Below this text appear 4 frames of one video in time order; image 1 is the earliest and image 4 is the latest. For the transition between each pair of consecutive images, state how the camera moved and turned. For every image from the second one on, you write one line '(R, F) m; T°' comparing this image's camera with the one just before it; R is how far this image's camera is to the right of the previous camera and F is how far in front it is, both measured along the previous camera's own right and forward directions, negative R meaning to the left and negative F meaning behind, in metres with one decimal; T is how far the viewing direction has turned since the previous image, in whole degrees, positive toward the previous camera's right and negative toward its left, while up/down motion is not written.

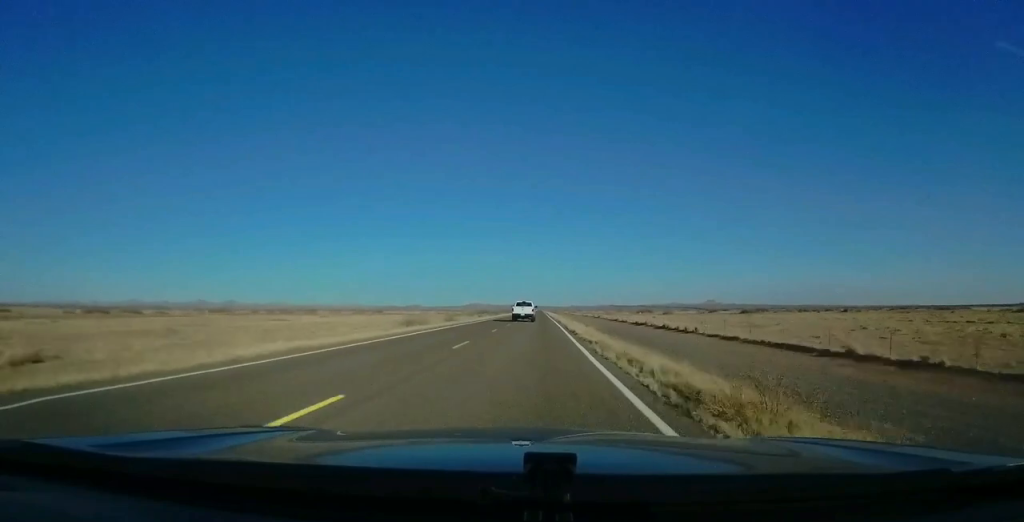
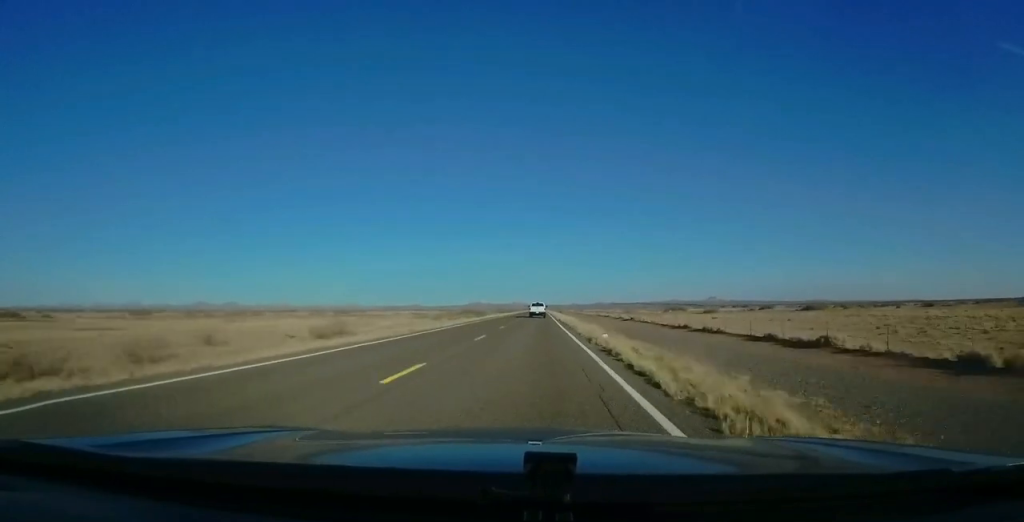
(-0.1, +44.6) m; -1°
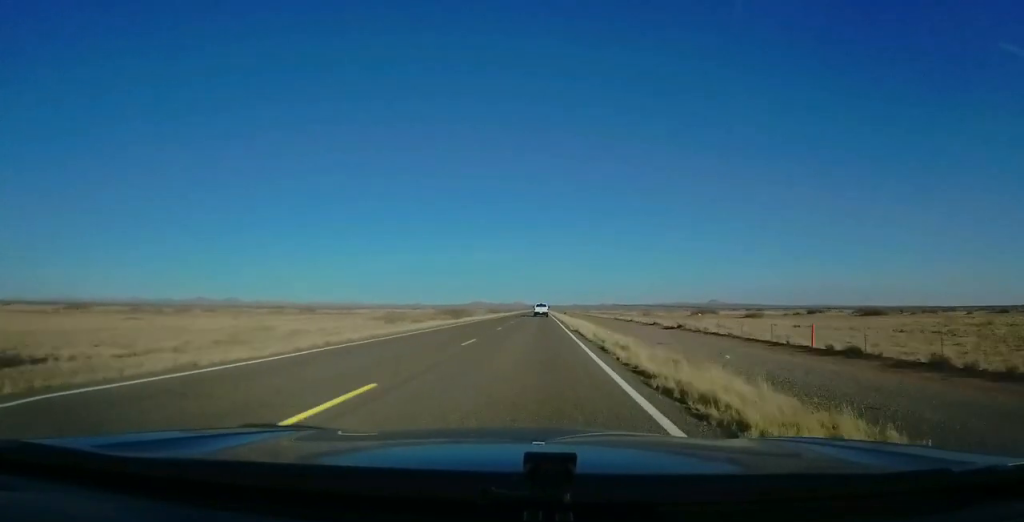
(-0.1, +28.1) m; 0°
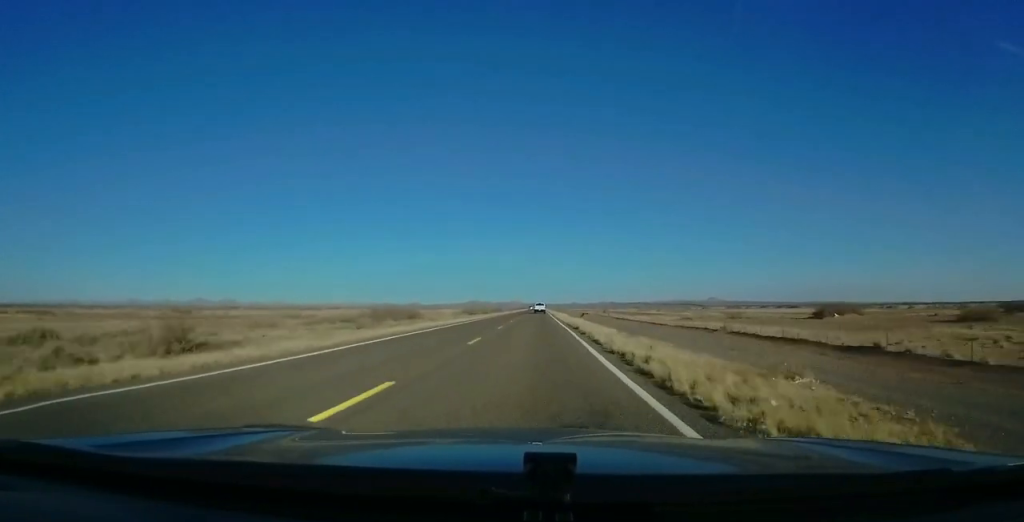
(+1.2, +60.7) m; +1°
